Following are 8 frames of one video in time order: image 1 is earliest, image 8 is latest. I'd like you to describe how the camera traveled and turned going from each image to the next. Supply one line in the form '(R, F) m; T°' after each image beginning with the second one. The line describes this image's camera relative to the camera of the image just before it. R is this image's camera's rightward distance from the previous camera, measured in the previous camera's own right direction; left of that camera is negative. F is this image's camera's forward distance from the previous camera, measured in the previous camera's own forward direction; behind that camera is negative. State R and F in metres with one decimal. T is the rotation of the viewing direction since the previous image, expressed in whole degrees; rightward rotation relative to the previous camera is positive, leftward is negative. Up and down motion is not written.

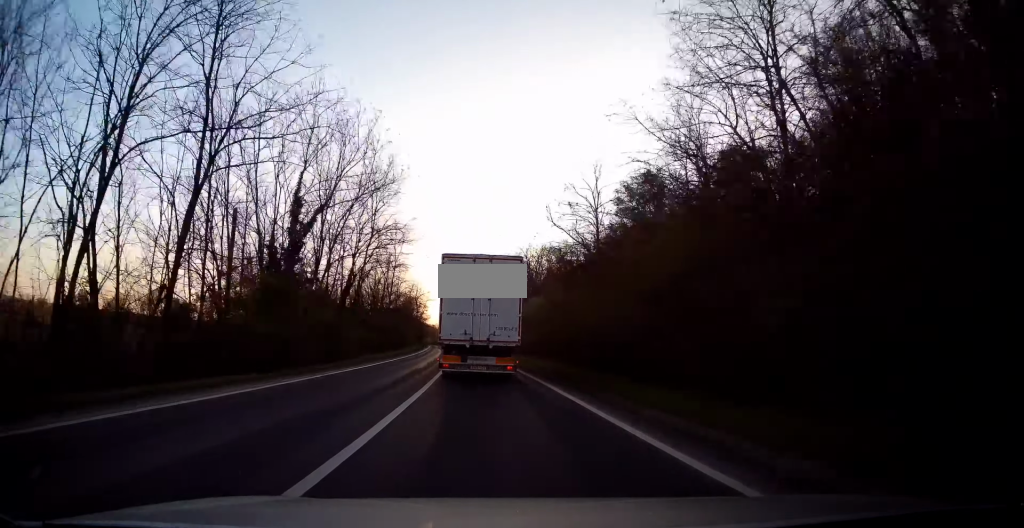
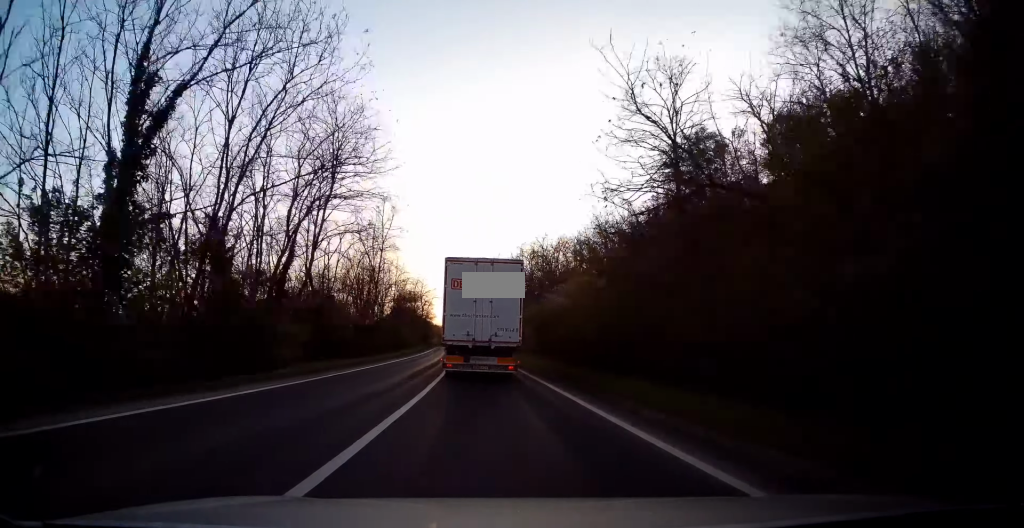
(-0.6, +12.7) m; -2°
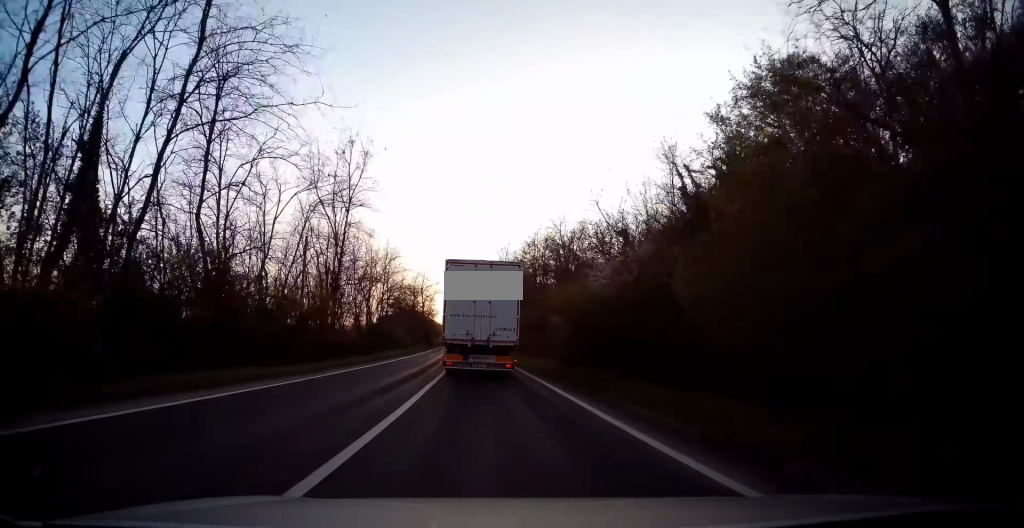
(-0.3, +14.1) m; -1°
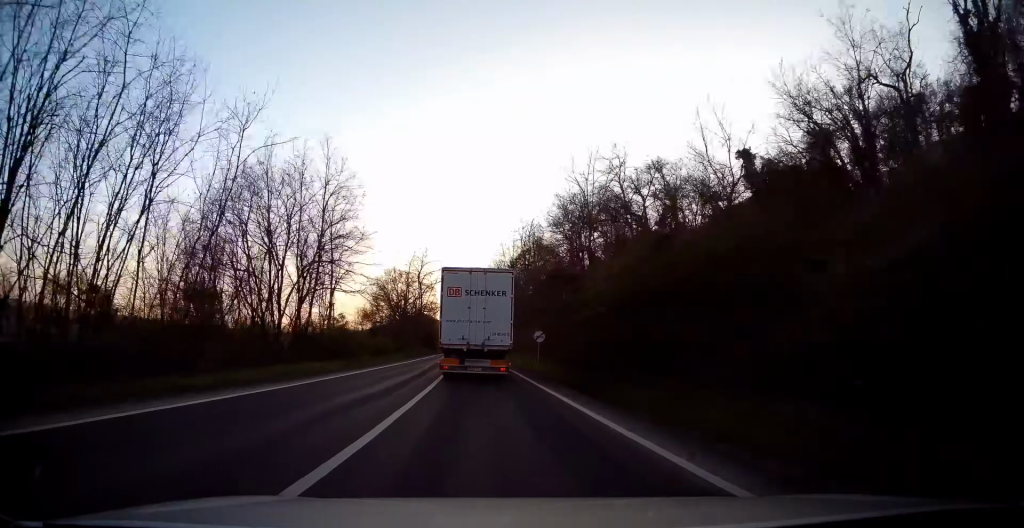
(0.0, +30.9) m; -1°
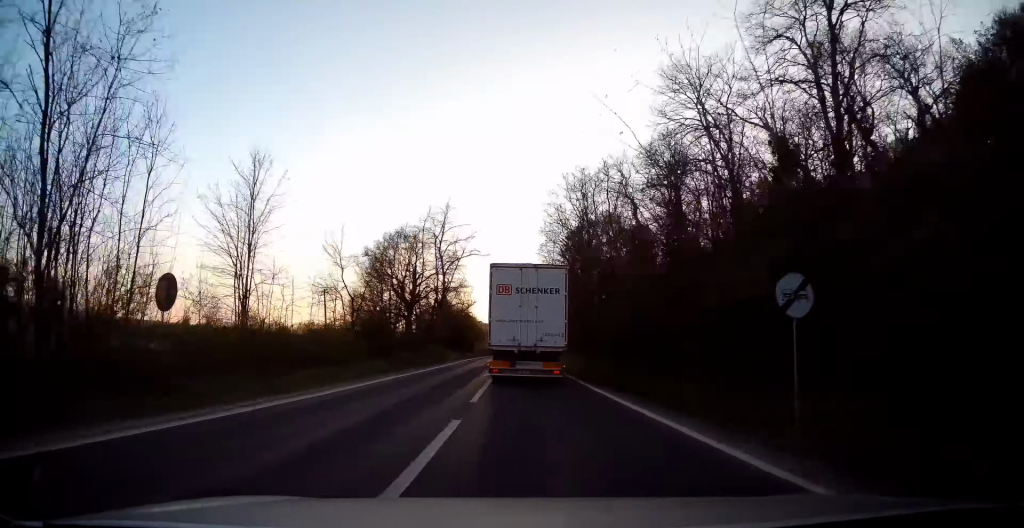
(-0.7, +30.3) m; -3°
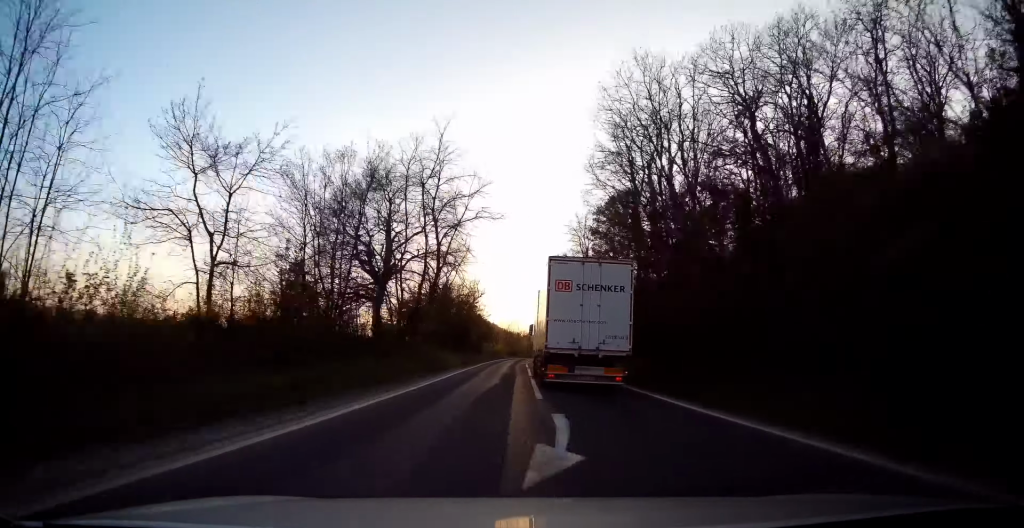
(-0.3, +19.7) m; -1°
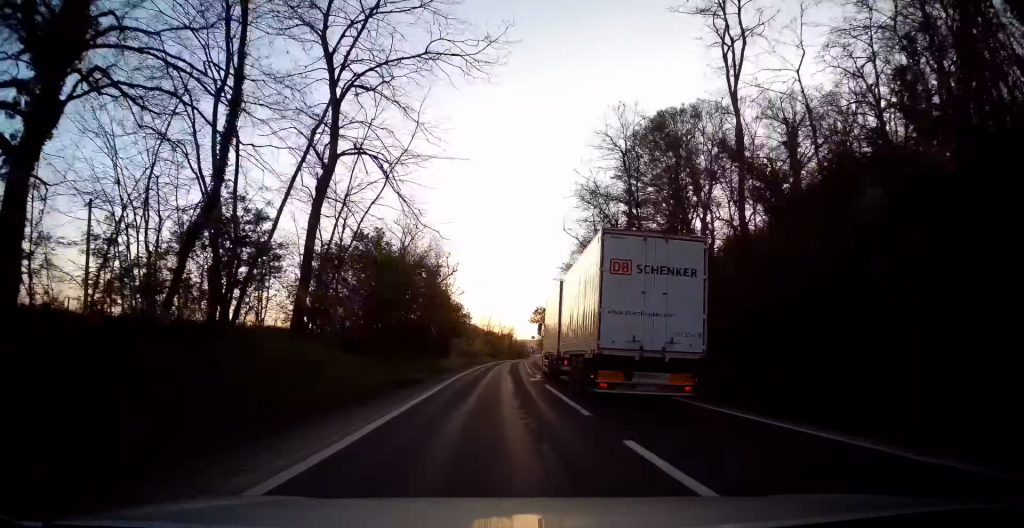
(-0.3, +28.0) m; 0°
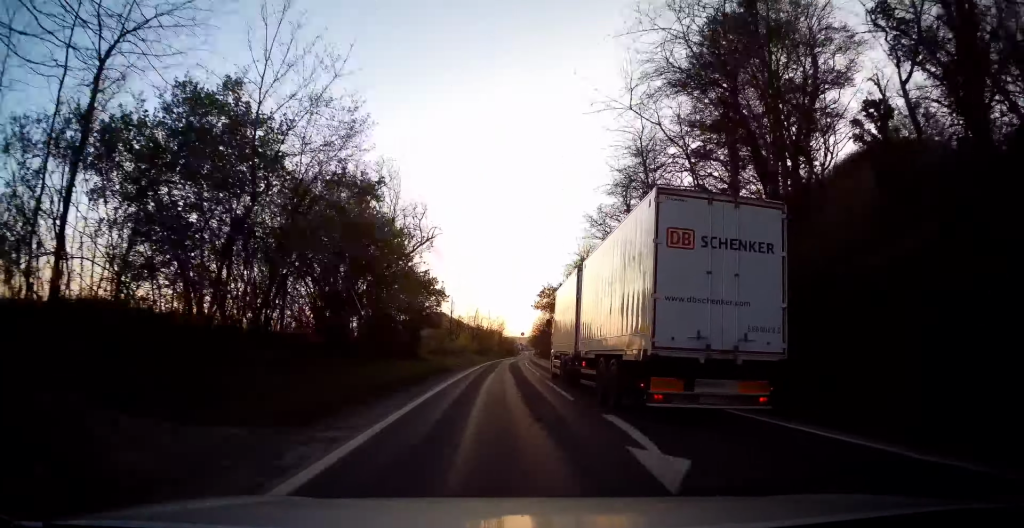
(-0.1, +18.2) m; +1°
